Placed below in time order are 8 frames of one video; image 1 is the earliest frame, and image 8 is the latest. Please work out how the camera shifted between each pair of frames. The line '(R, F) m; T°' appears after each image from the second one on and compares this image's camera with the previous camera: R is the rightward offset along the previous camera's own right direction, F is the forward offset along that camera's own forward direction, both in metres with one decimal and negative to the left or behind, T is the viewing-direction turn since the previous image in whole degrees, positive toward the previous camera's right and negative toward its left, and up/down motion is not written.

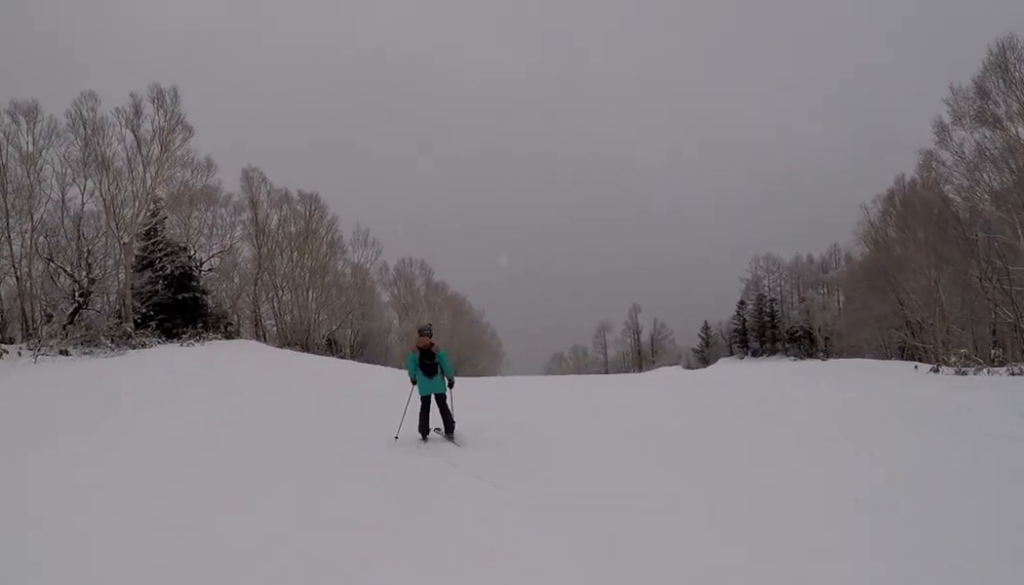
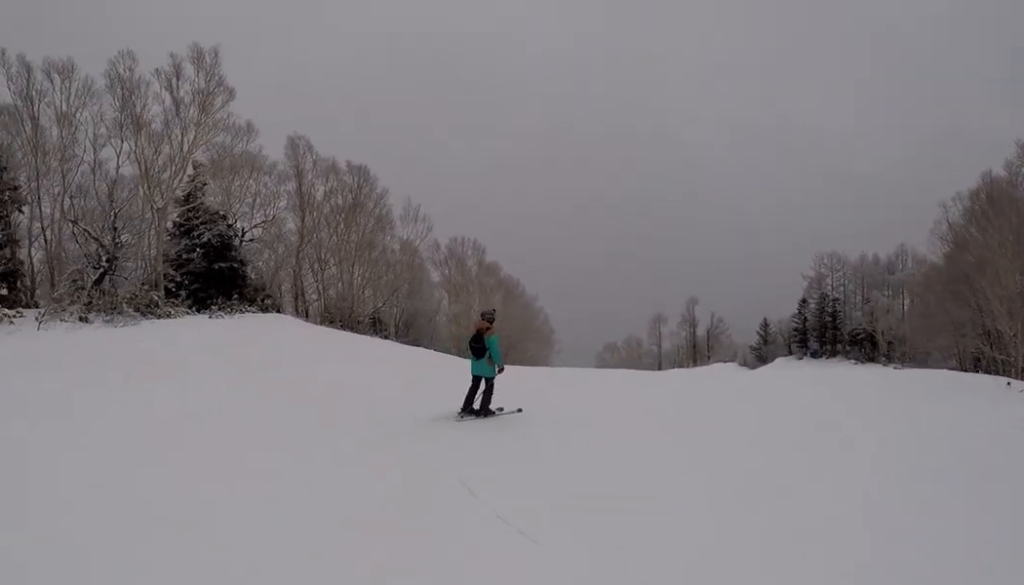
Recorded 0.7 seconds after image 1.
(0.0, +2.0) m; +2°
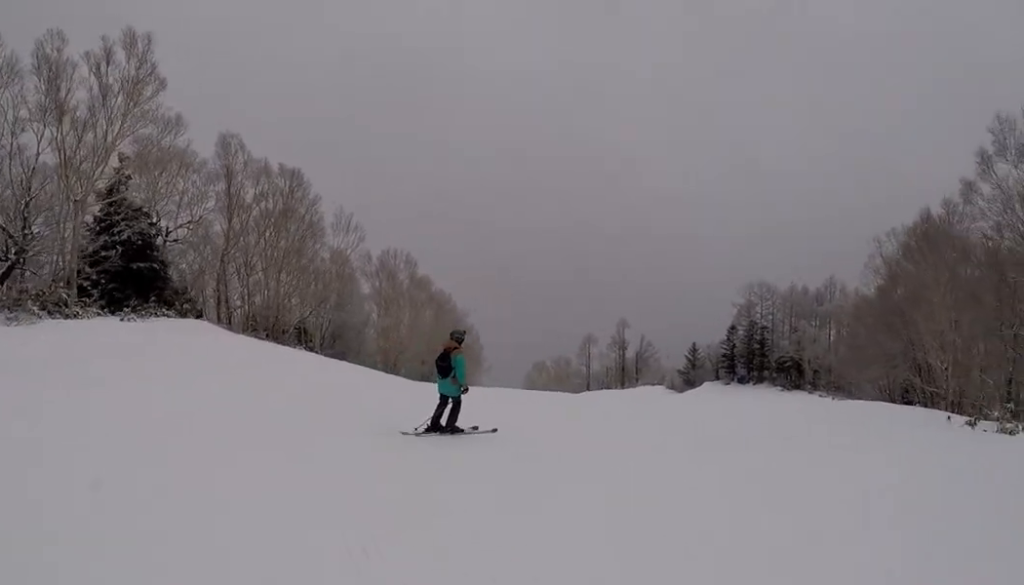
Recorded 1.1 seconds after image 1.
(0.0, +1.3) m; +1°
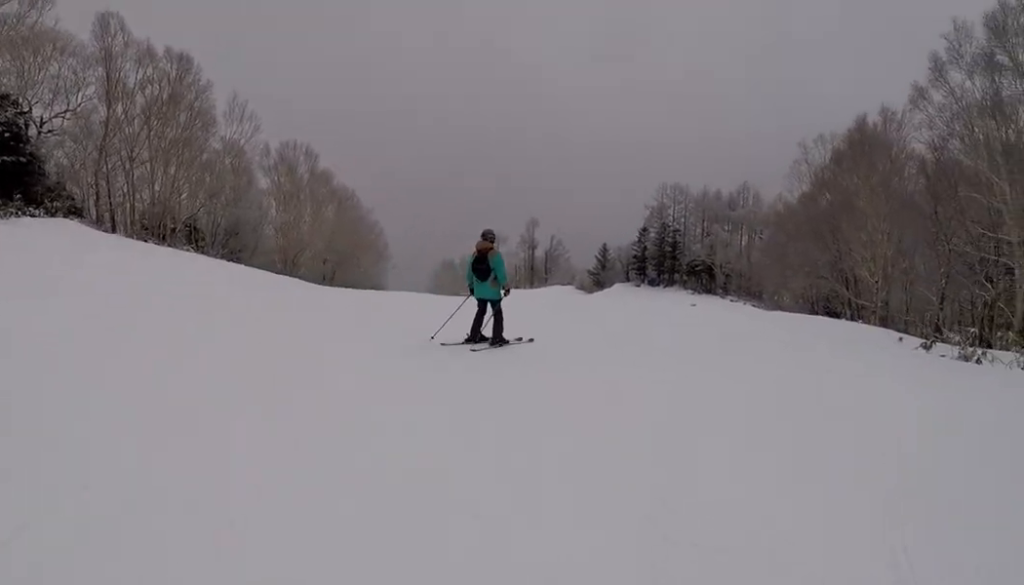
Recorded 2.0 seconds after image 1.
(+0.1, +2.7) m; +4°
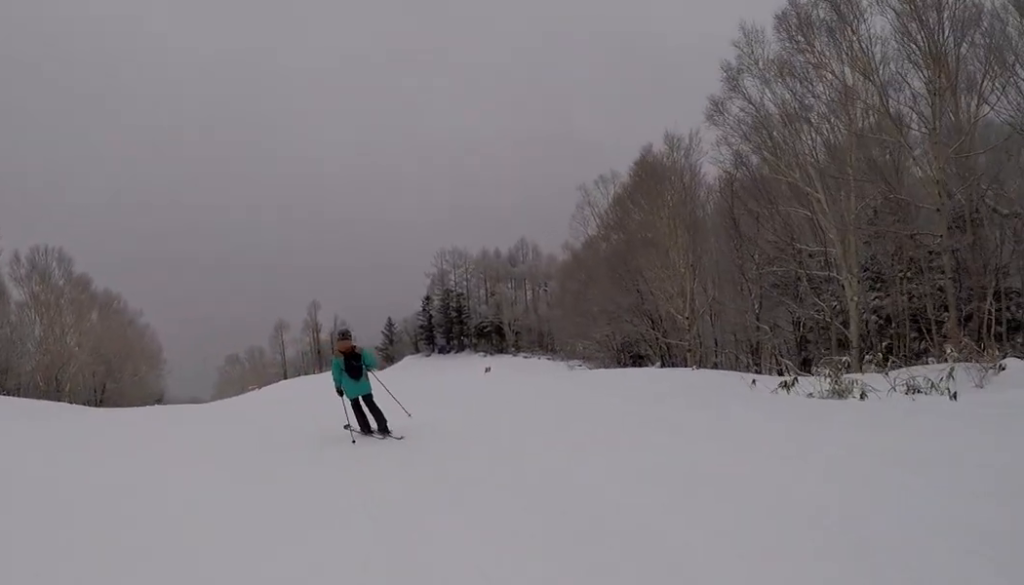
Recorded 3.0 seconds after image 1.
(+0.2, +3.8) m; +5°
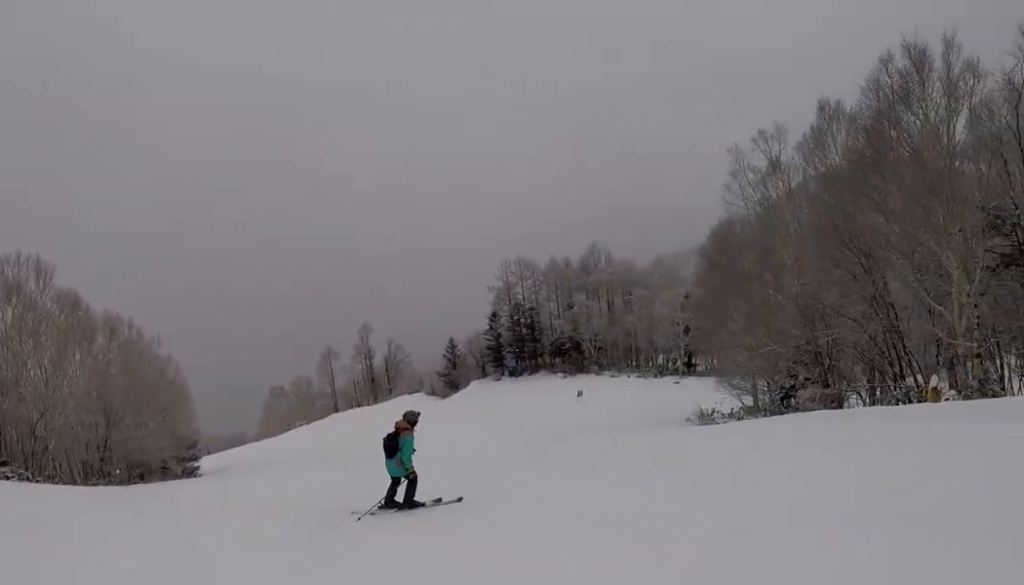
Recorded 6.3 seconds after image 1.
(+0.4, +13.0) m; +2°
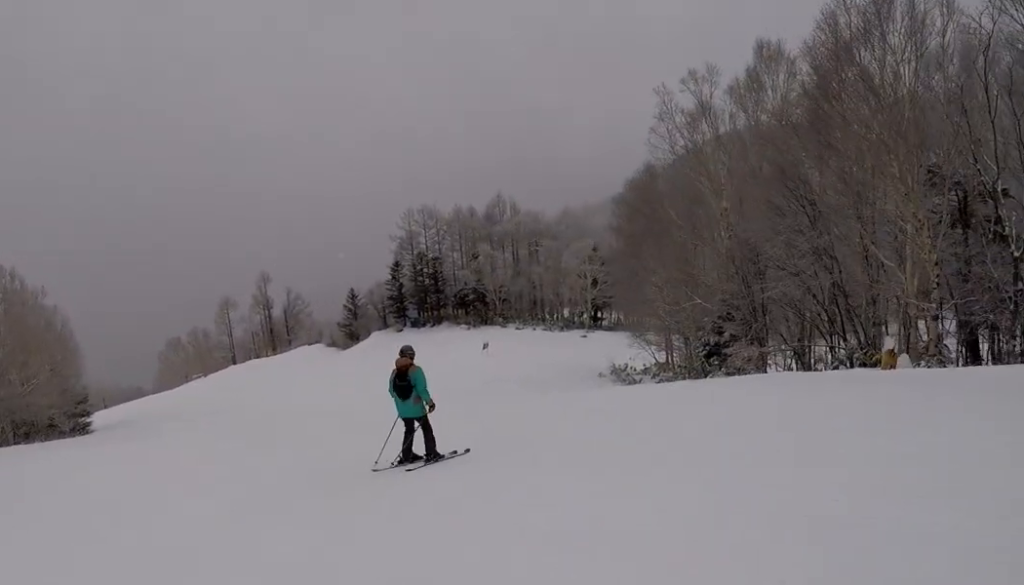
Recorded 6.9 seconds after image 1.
(0.0, +2.5) m; -1°
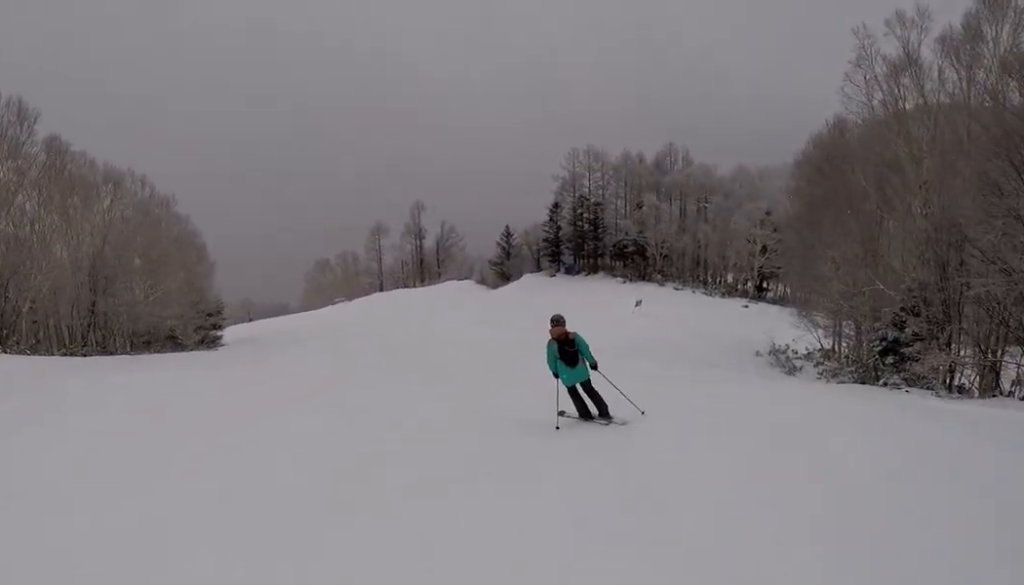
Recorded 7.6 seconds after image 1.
(0.0, +3.3) m; -3°
